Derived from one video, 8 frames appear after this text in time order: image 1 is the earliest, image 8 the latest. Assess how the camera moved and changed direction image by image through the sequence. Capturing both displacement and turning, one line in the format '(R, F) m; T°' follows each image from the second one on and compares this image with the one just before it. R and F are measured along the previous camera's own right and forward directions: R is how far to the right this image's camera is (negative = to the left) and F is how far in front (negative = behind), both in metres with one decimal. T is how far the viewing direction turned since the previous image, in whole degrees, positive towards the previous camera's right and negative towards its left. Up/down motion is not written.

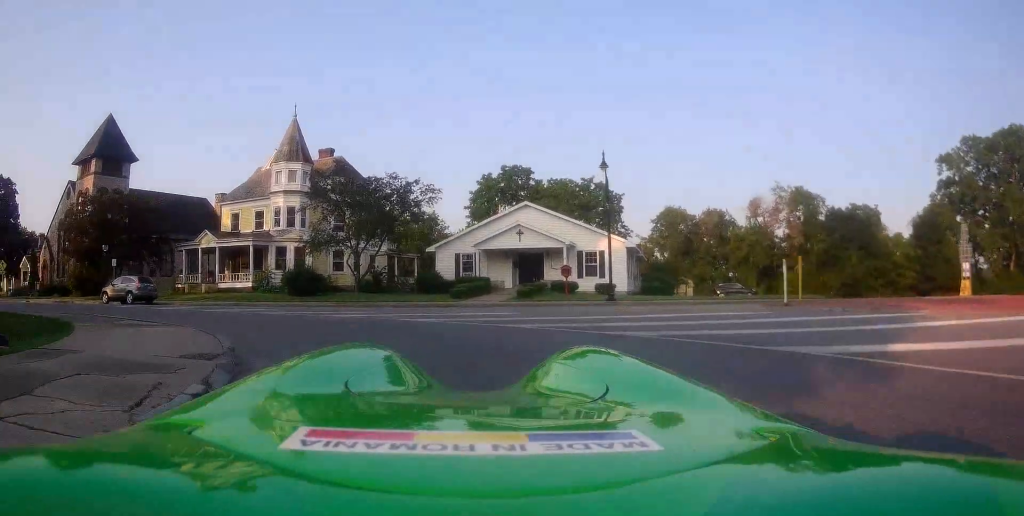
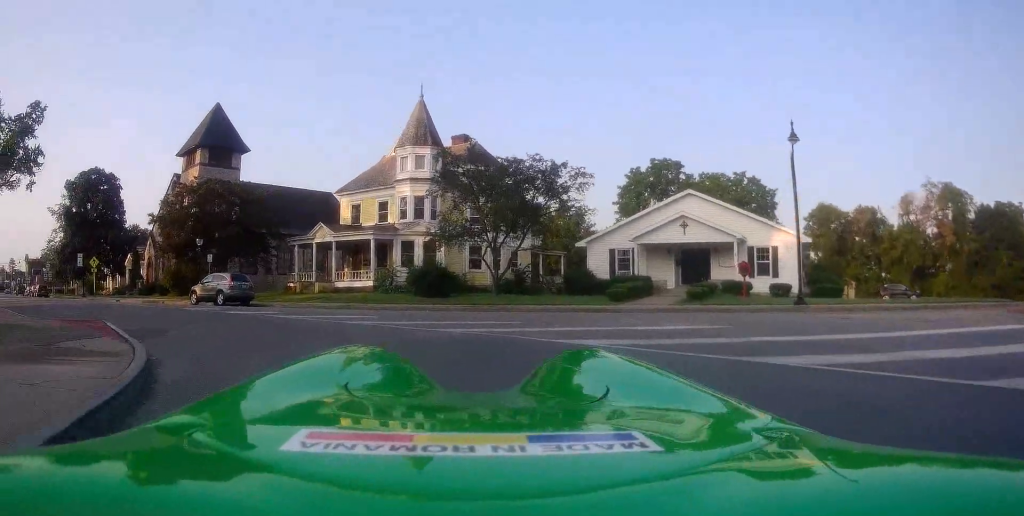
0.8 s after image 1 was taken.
(-0.2, +5.0) m; -8°
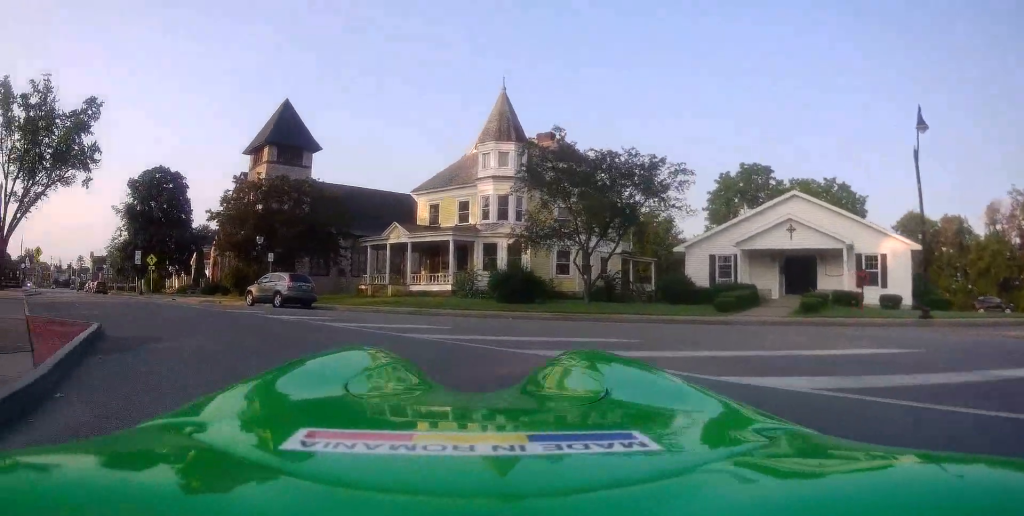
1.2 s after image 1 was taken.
(+0.1, +2.7) m; -9°
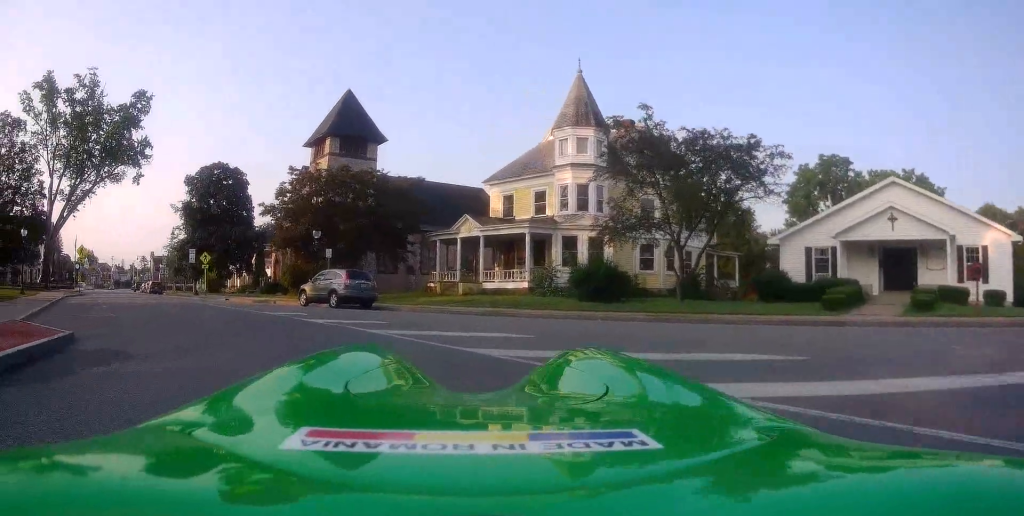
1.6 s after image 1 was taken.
(+0.2, +2.6) m; -9°
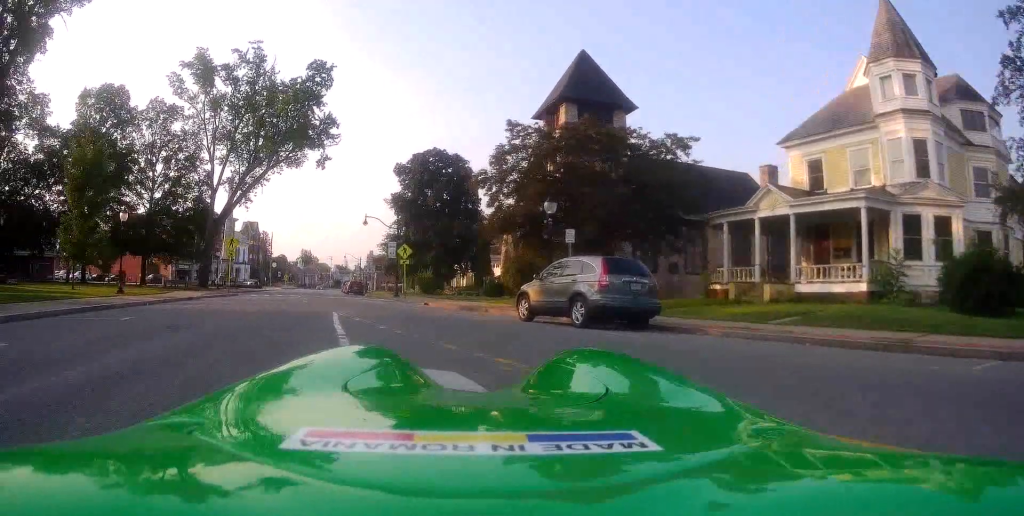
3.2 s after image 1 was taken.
(-3.7, +9.8) m; -28°
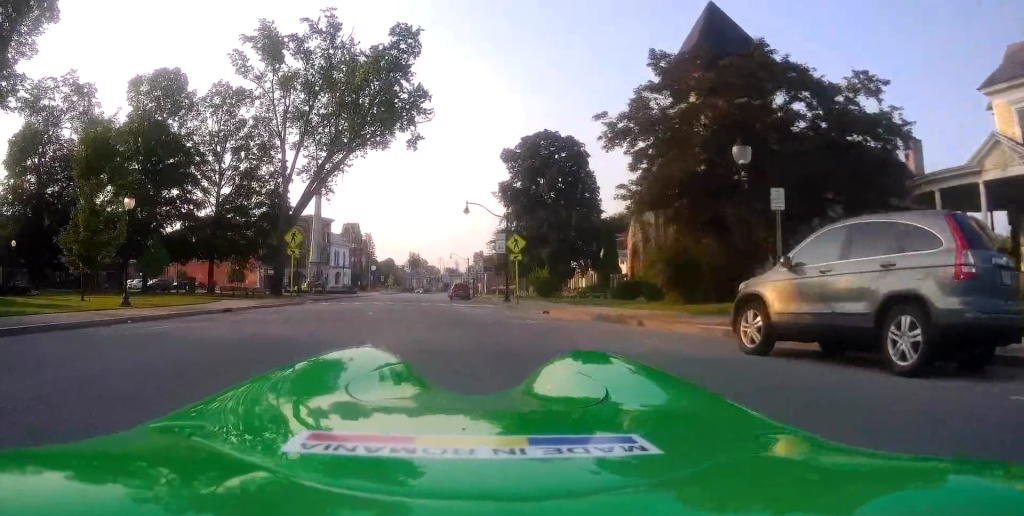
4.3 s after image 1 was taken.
(-0.7, +7.7) m; -9°
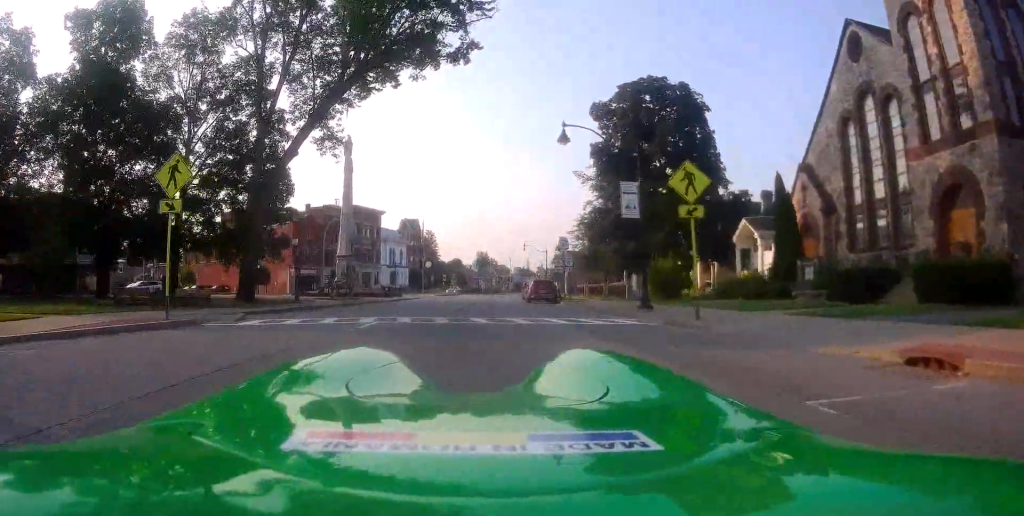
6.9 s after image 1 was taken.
(-2.0, +18.6) m; -8°
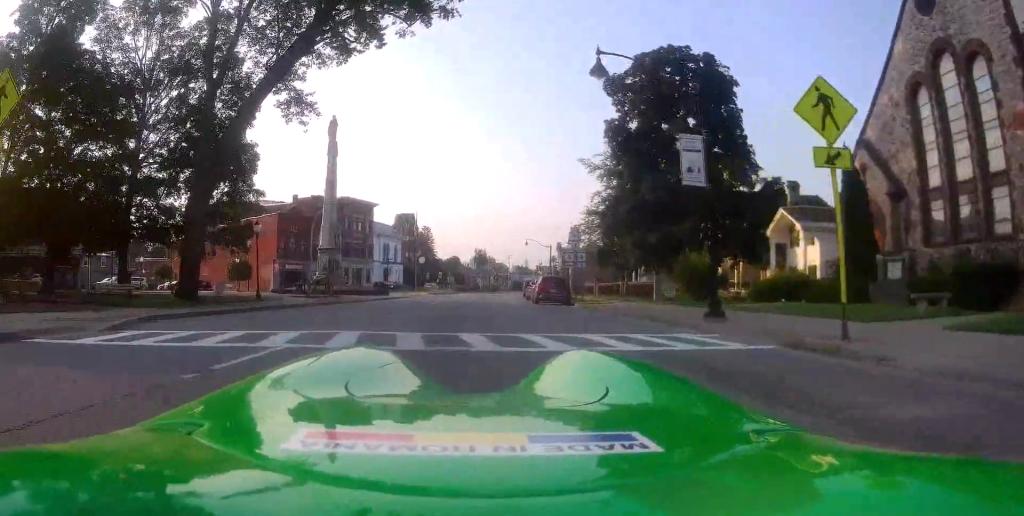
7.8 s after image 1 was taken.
(0.0, +6.1) m; +1°
